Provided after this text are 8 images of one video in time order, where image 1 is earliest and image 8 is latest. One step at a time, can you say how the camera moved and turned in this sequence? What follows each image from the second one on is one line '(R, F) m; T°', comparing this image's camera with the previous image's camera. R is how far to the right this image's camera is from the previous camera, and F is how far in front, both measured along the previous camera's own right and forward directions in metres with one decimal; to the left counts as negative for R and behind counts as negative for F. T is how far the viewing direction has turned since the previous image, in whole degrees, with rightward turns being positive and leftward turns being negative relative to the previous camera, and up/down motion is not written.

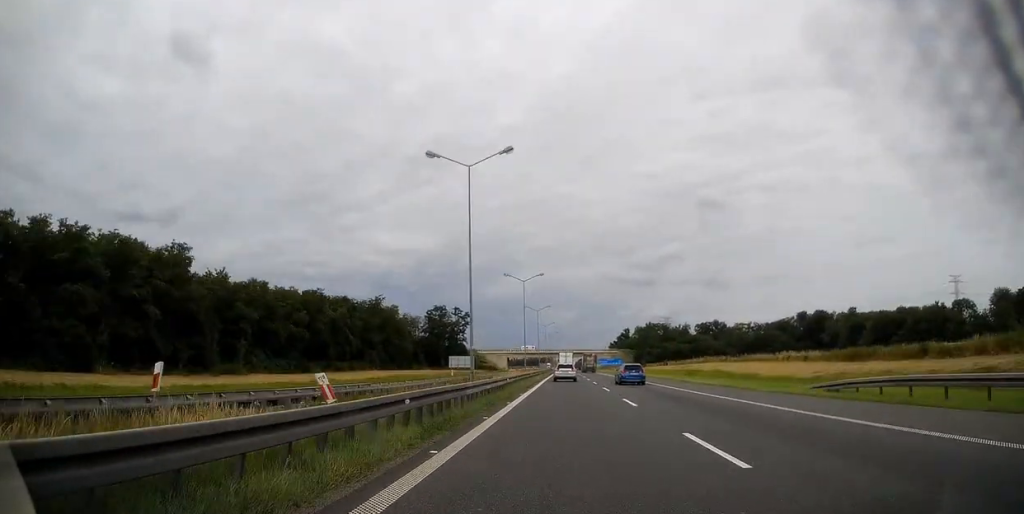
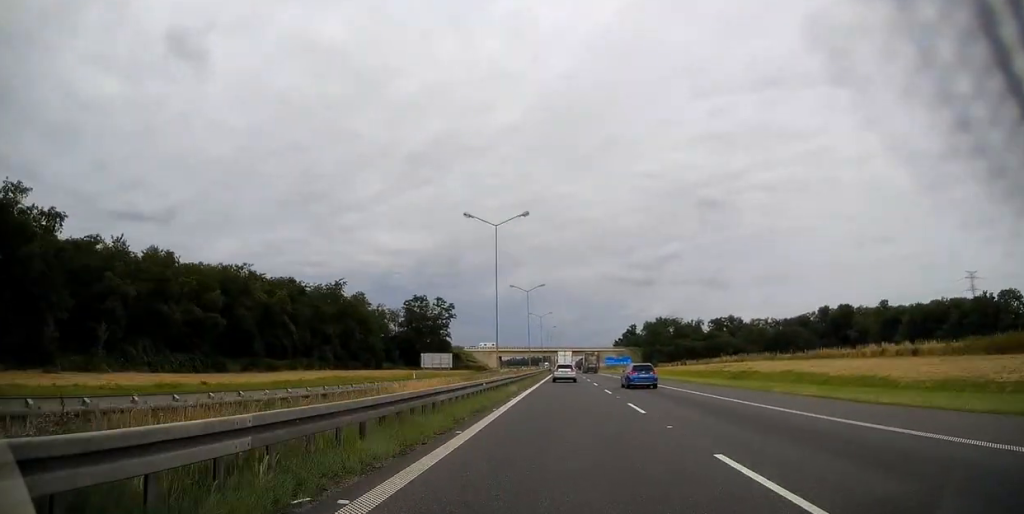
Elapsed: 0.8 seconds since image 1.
(+0.1, +27.1) m; 0°
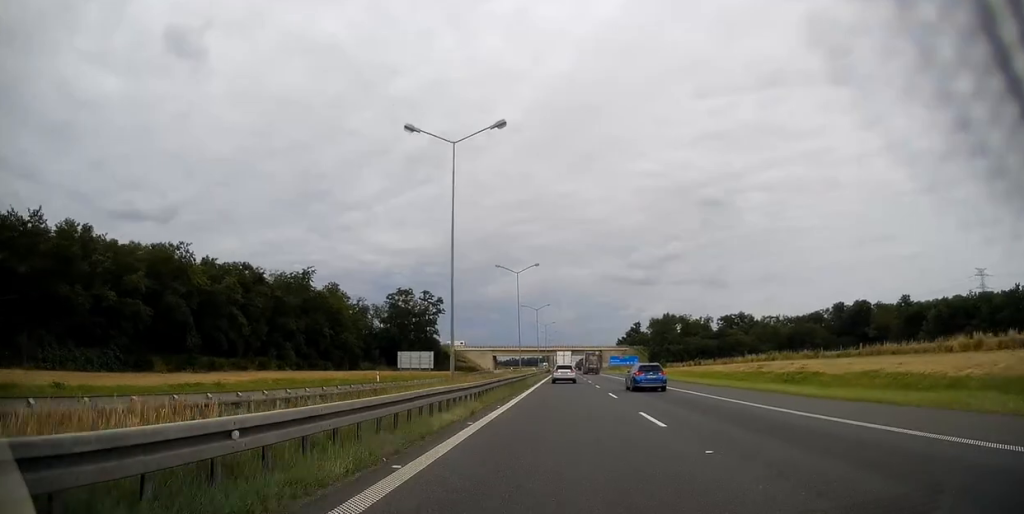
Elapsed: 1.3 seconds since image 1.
(+0.2, +16.1) m; 0°
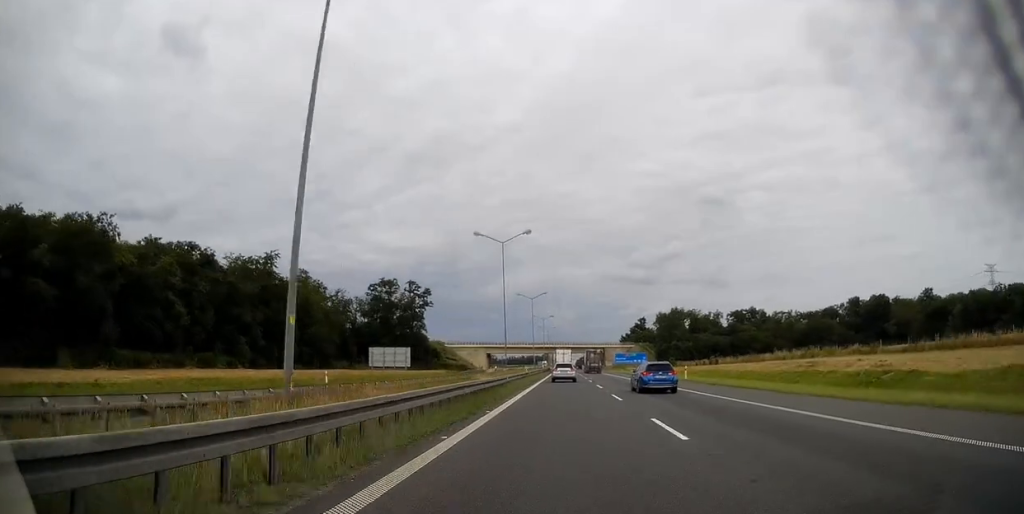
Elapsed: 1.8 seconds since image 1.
(-0.2, +14.7) m; 0°
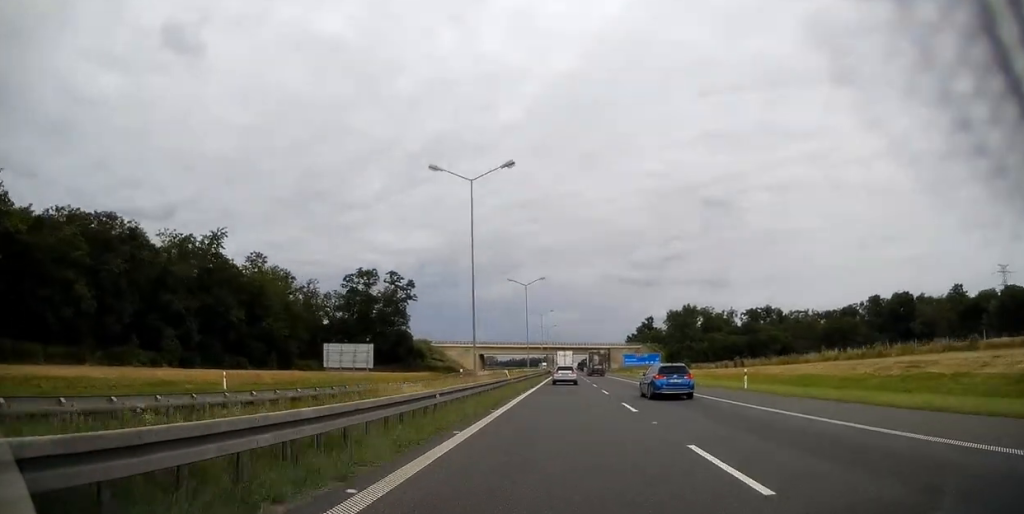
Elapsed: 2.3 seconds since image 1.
(-0.2, +16.8) m; 0°
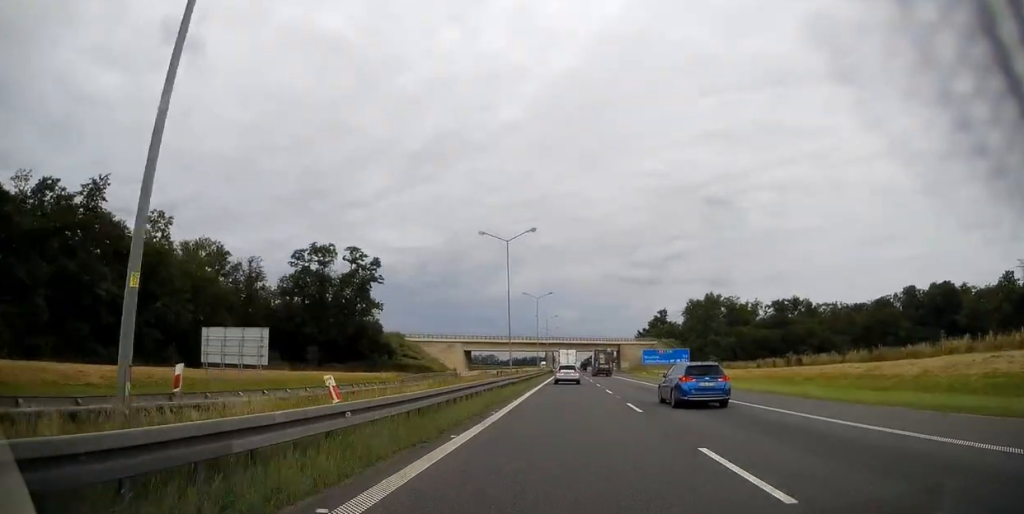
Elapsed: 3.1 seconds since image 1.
(+0.3, +24.8) m; 0°
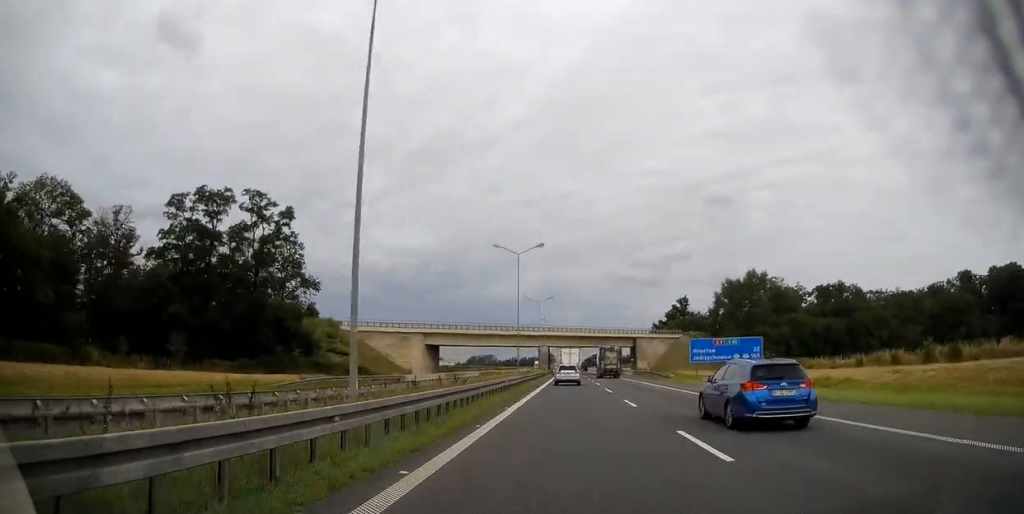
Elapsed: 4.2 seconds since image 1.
(-0.3, +33.7) m; 0°
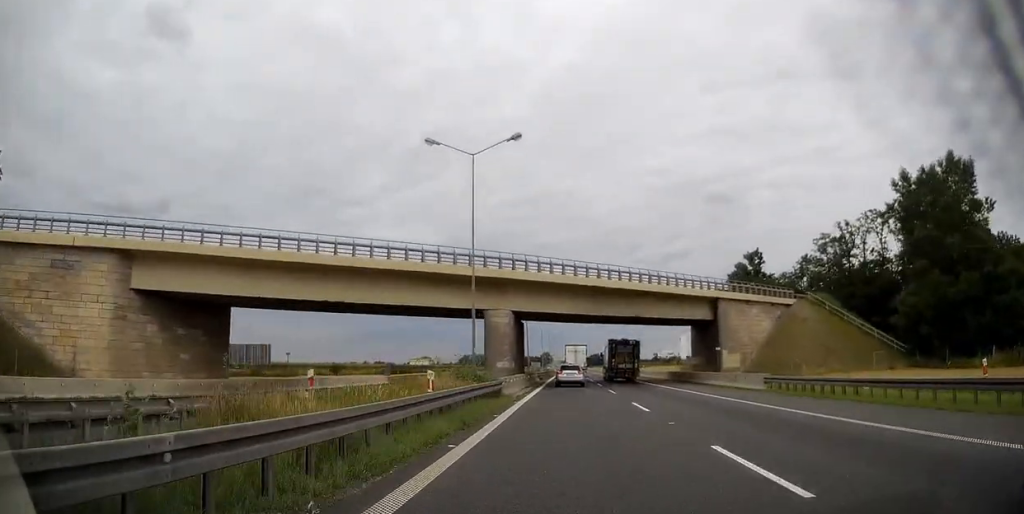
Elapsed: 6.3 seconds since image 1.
(+0.8, +63.3) m; 0°
